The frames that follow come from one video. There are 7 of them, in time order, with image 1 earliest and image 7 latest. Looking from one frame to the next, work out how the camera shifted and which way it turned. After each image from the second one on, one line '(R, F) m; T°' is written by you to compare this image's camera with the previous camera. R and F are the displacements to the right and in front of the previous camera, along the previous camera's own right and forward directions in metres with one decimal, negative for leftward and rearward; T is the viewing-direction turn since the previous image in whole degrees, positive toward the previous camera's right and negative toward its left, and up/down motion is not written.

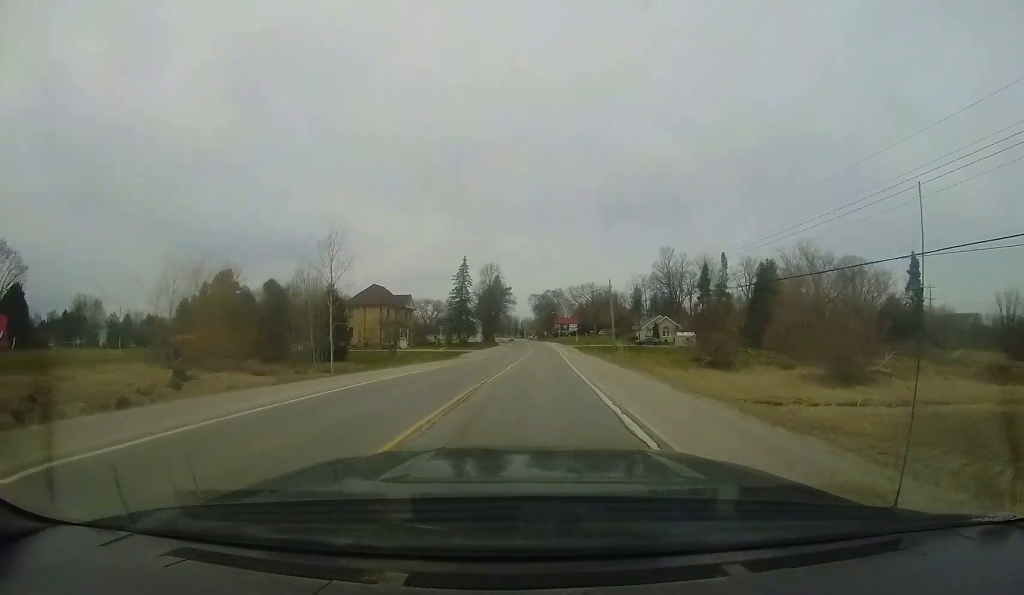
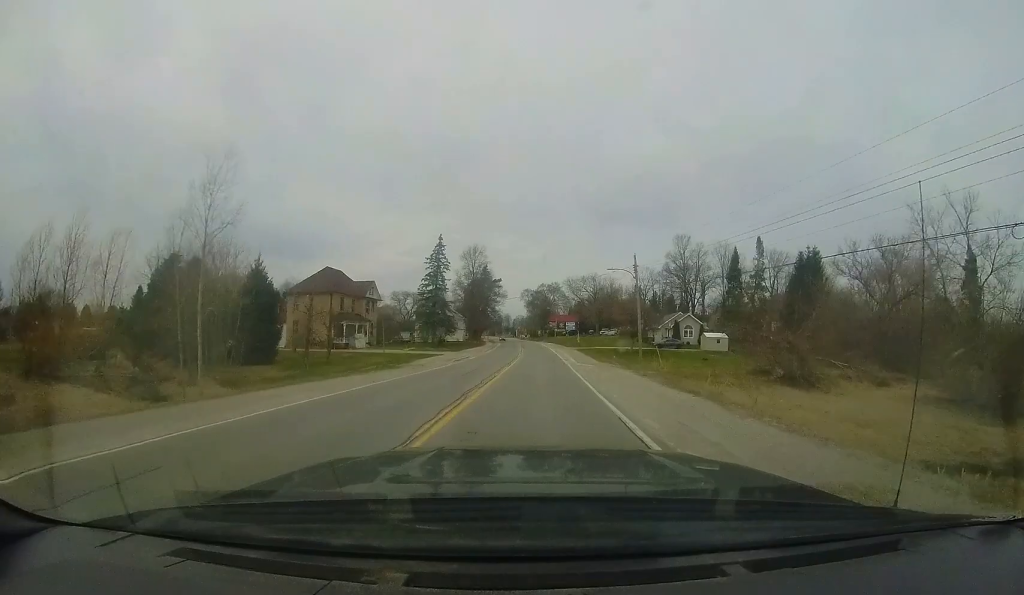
(+0.2, +13.5) m; +1°
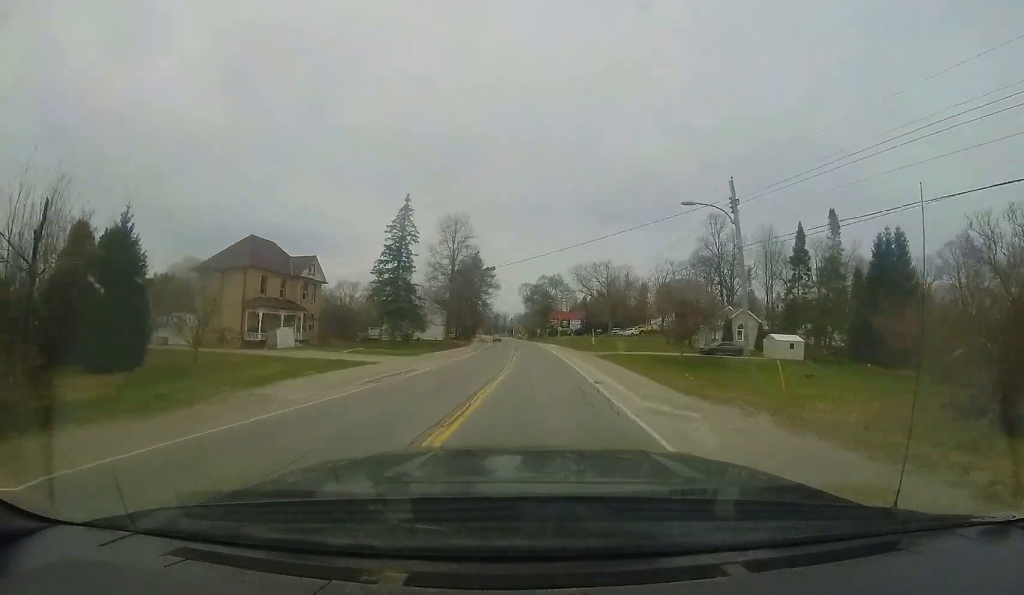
(-0.1, +15.8) m; 0°
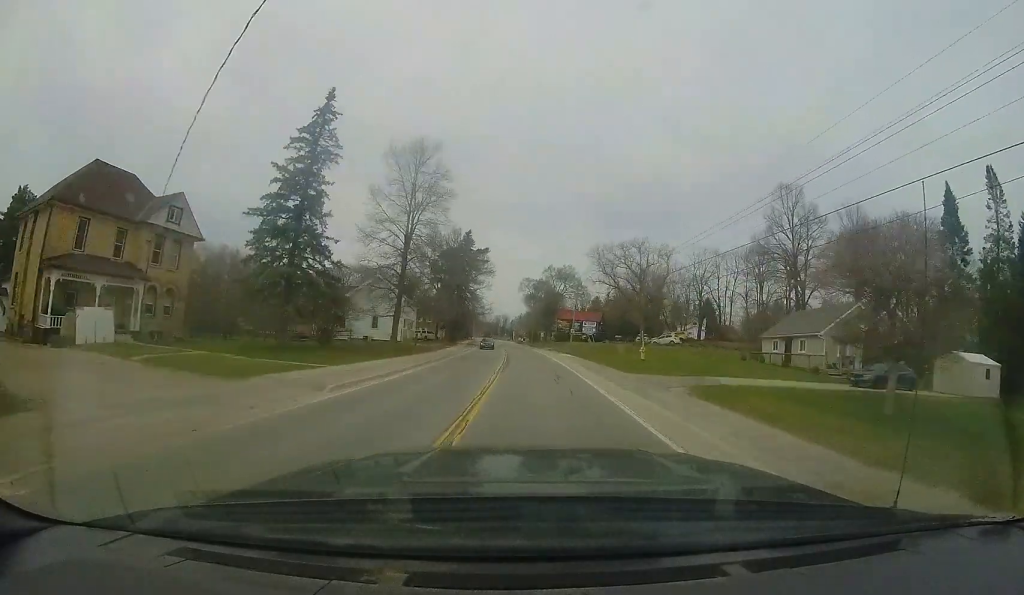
(+0.3, +19.1) m; +1°
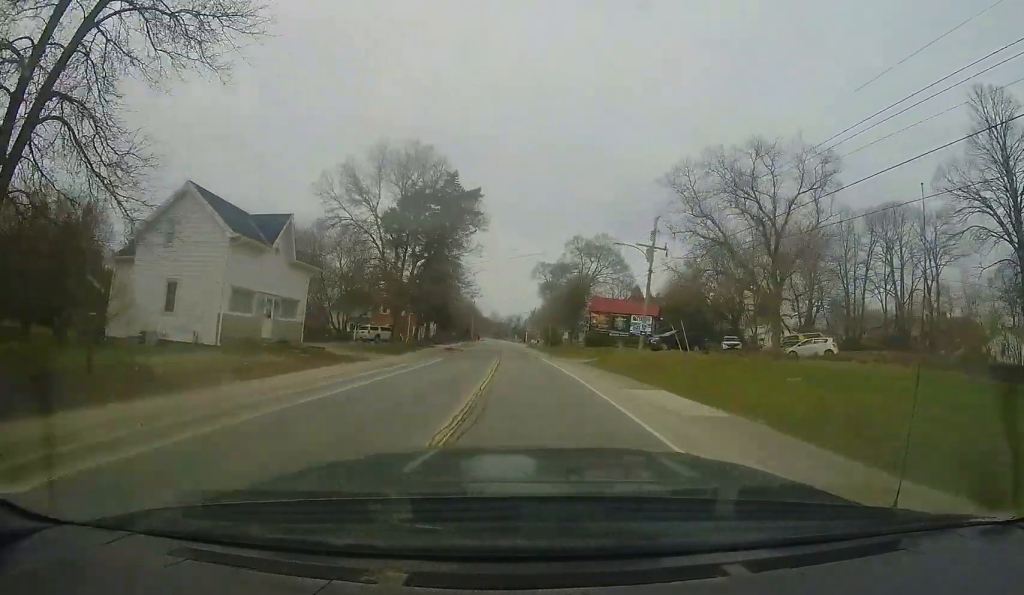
(-0.3, +26.3) m; -1°
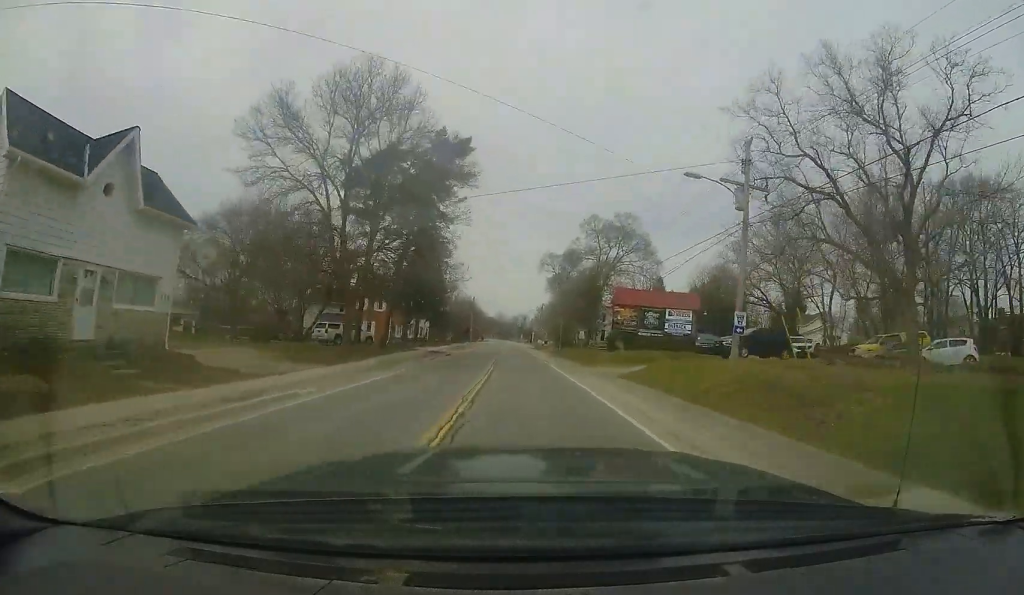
(0.0, +9.7) m; -1°
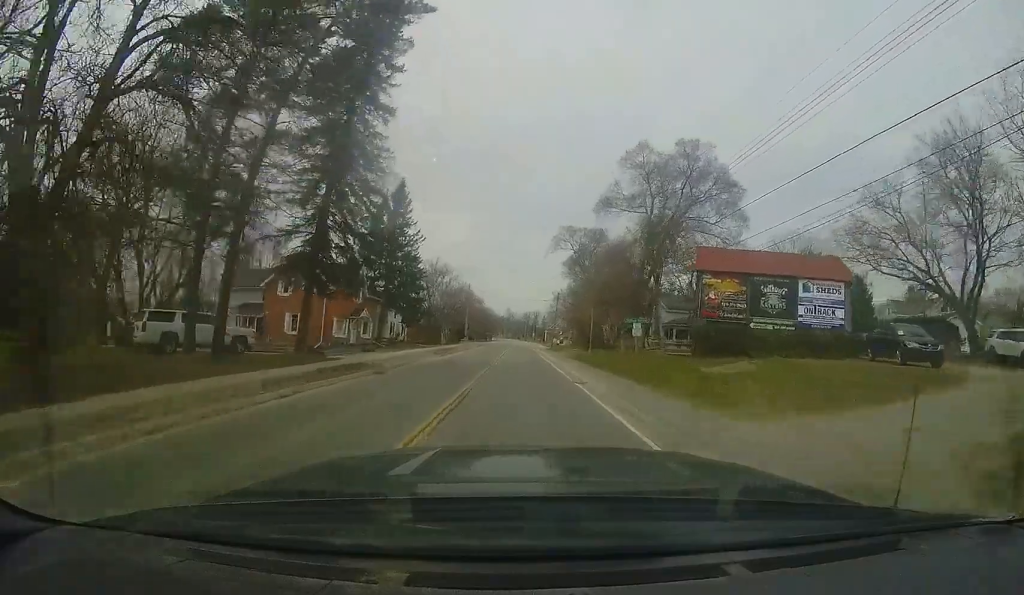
(-0.3, +17.0) m; -3°
